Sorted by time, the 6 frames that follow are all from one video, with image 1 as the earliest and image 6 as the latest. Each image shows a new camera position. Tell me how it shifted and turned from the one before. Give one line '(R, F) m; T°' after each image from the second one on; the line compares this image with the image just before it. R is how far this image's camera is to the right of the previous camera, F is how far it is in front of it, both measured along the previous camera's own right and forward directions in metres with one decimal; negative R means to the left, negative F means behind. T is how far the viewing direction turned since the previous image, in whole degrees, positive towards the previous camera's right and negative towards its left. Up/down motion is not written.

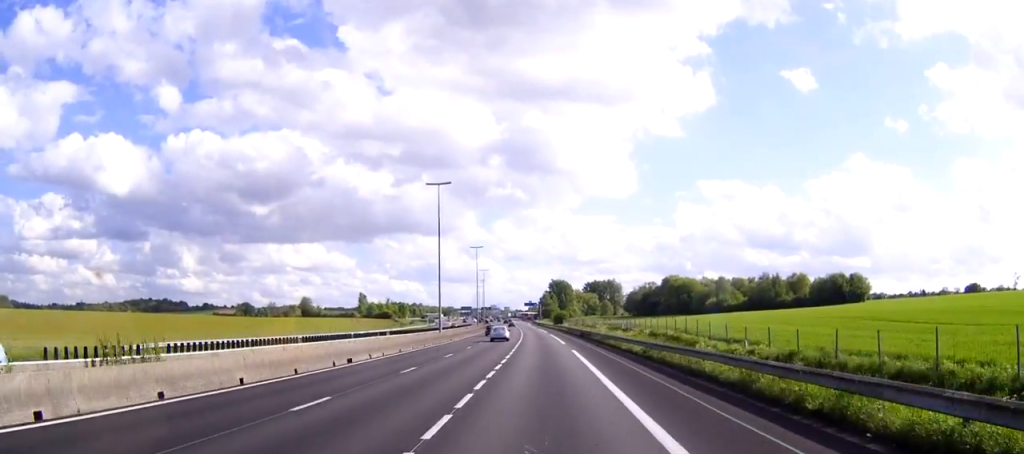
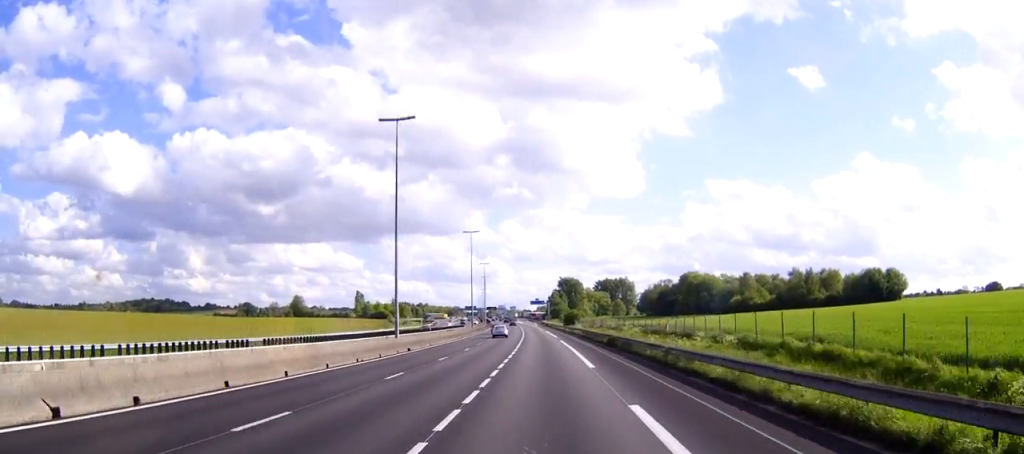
(-0.2, +28.8) m; -1°
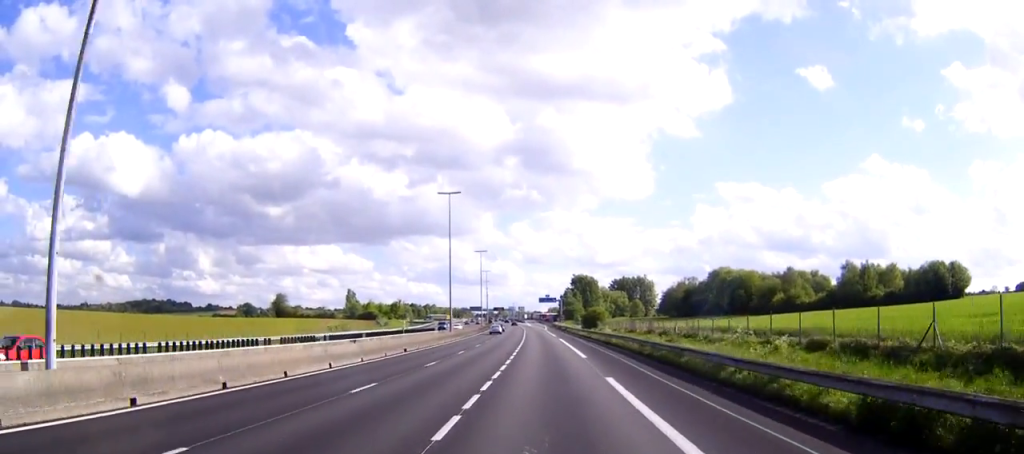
(-0.2, +43.3) m; -1°
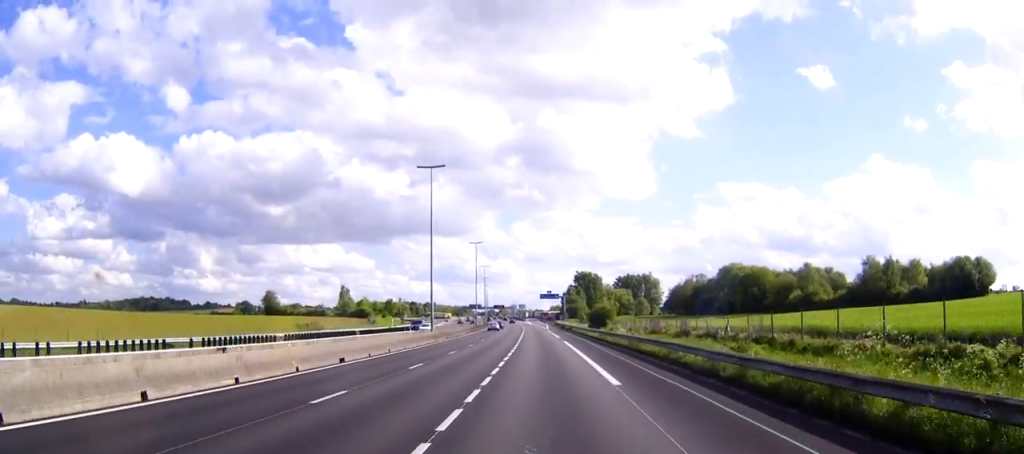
(0.0, +16.2) m; 0°
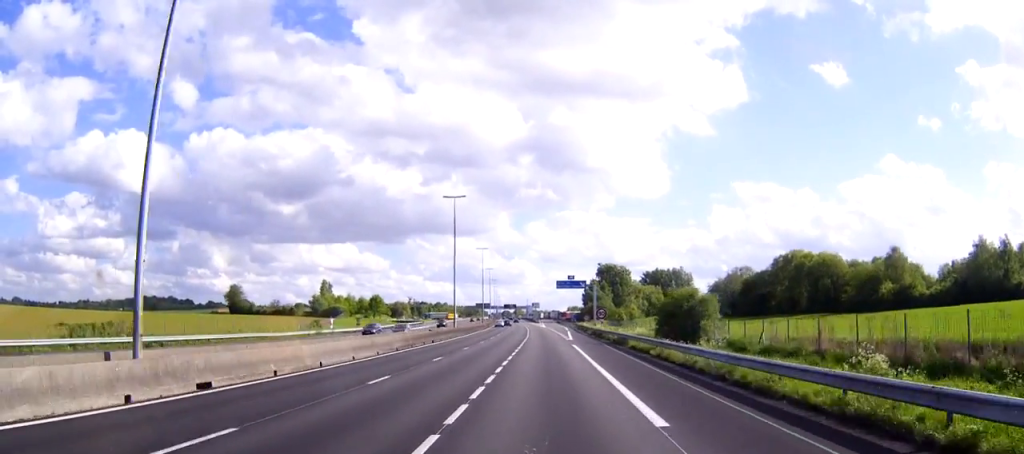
(-0.8, +58.4) m; -1°
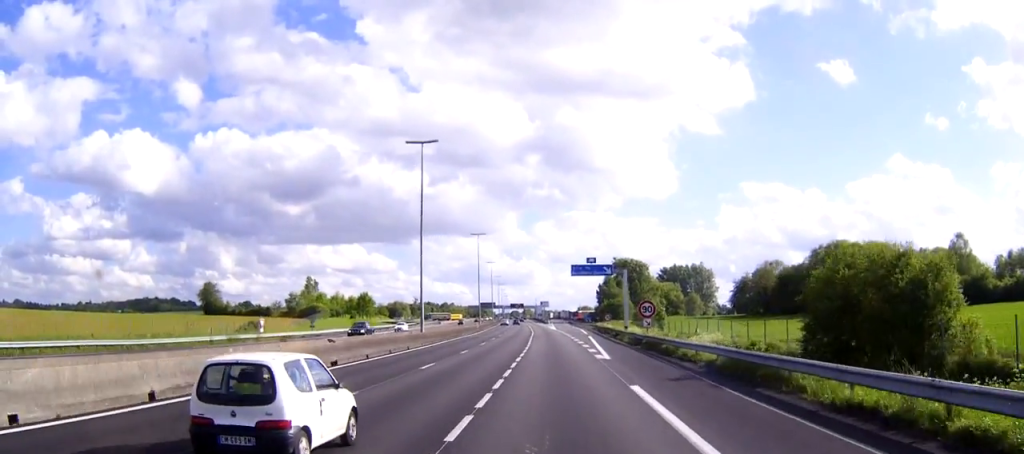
(-0.2, +31.3) m; -1°
